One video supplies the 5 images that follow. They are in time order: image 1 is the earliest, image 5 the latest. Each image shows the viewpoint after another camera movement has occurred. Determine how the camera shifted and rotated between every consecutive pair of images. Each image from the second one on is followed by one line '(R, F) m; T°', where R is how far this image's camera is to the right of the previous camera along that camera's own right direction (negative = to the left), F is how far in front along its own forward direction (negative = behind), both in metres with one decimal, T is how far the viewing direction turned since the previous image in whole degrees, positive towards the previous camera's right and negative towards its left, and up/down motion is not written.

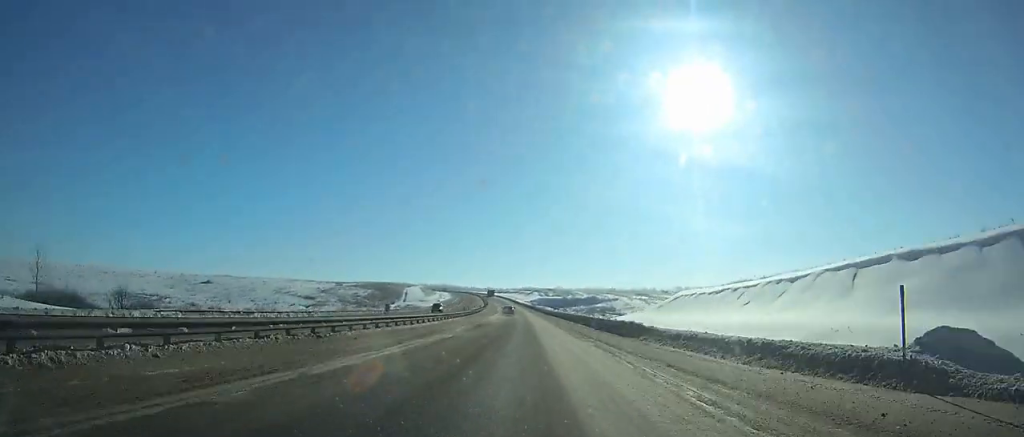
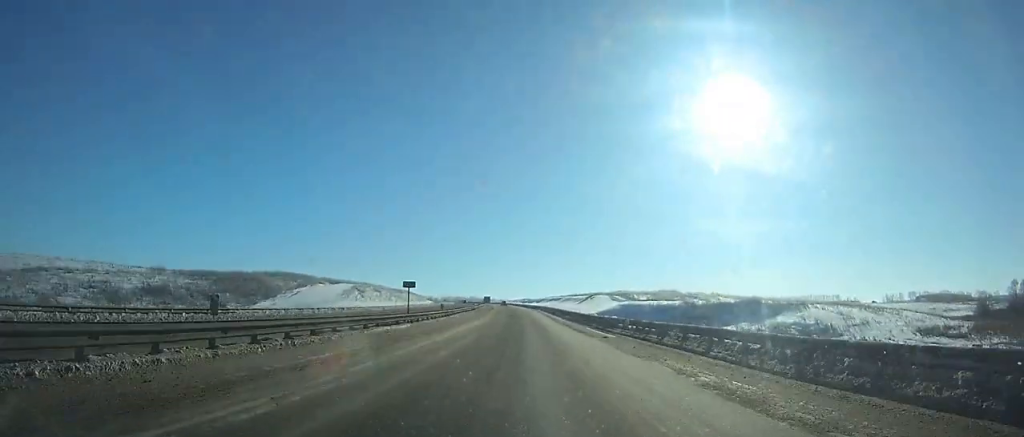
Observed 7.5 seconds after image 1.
(-4.3, +158.2) m; -3°
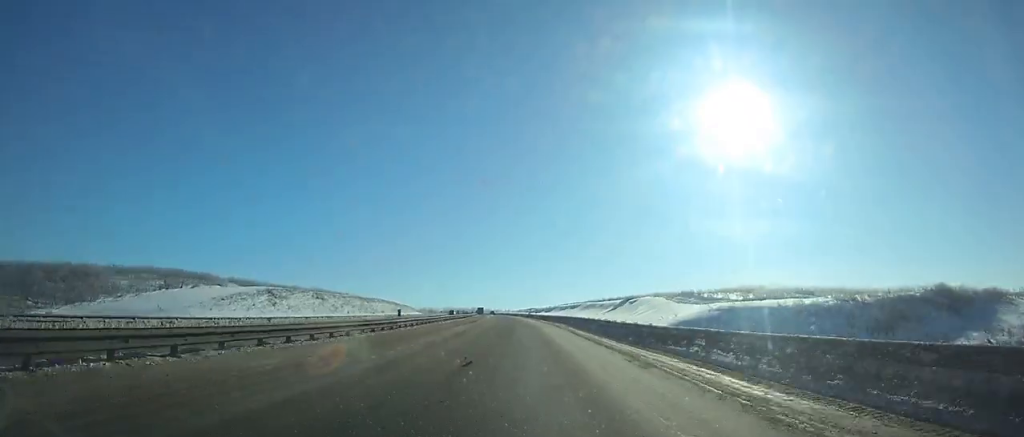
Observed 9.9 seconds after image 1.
(-0.5, +47.5) m; -1°
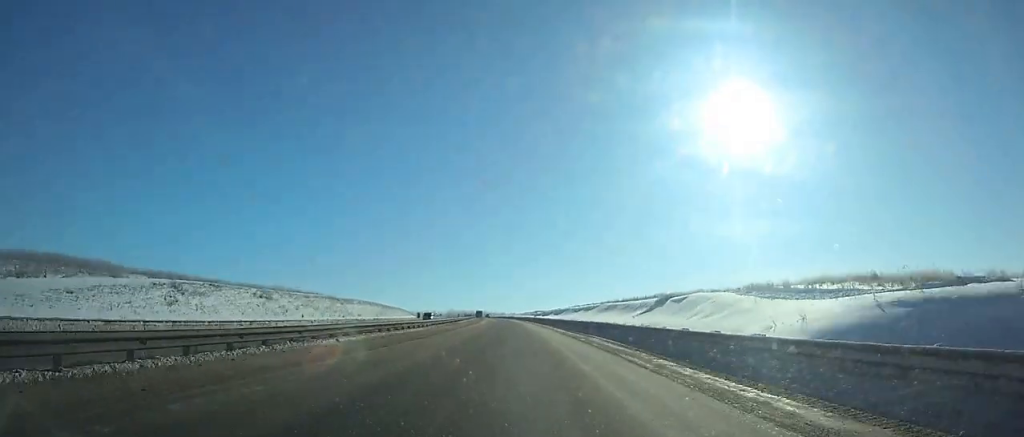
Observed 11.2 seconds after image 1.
(-0.1, +25.8) m; -1°
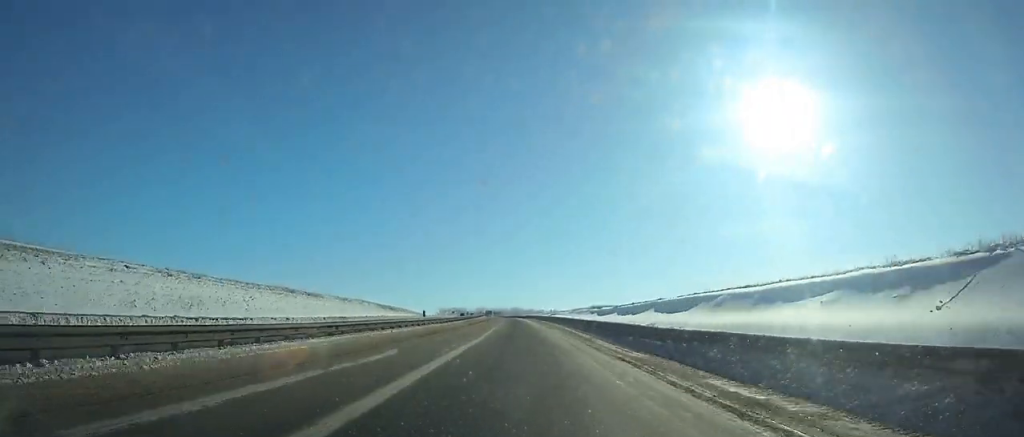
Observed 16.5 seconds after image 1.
(-3.2, +105.9) m; -3°
